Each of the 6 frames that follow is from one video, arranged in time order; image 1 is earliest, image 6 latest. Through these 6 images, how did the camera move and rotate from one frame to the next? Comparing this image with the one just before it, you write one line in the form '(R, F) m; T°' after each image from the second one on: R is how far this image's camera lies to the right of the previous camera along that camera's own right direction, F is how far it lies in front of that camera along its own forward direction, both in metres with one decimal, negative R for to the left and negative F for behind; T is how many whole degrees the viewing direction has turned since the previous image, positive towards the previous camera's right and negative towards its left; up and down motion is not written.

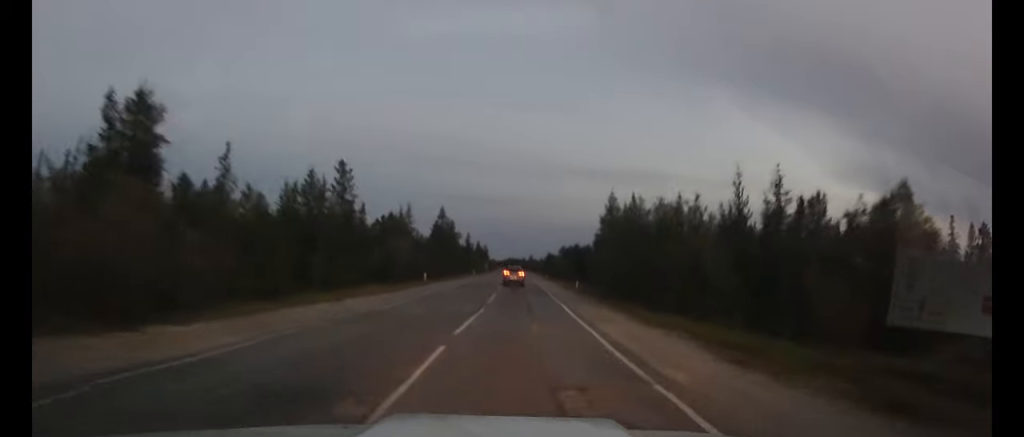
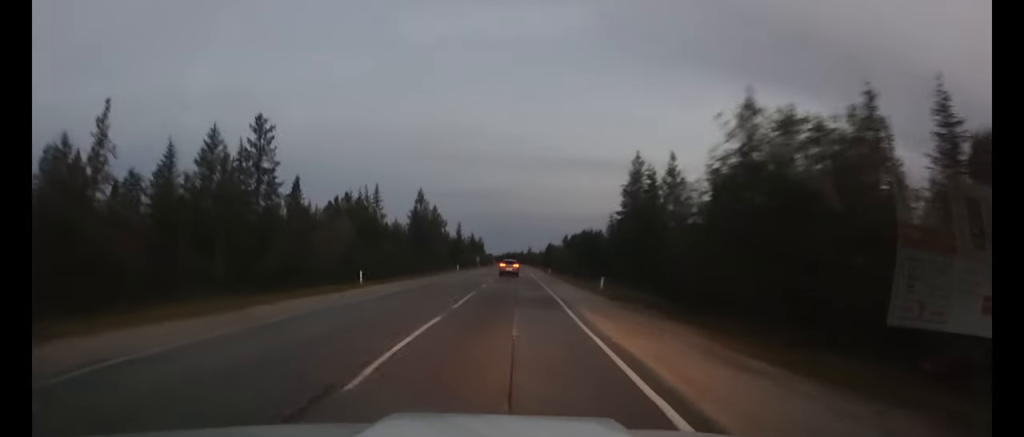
(+0.1, +20.6) m; 0°
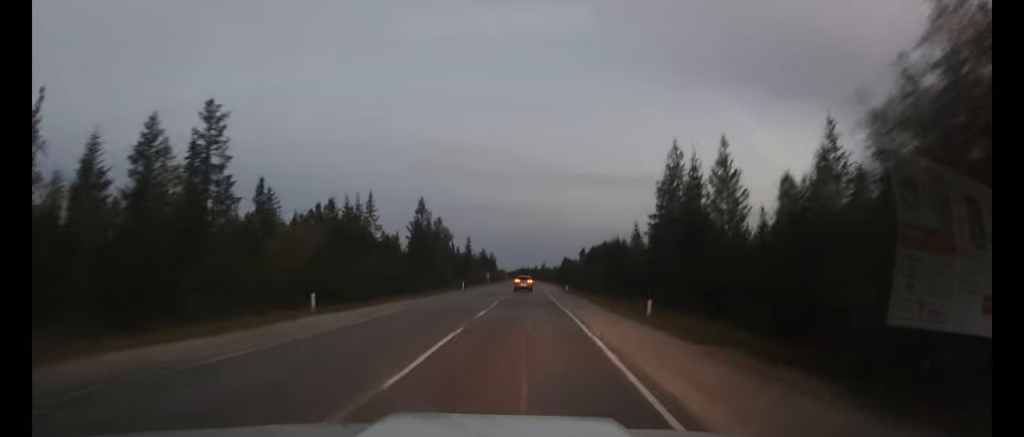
(0.0, +9.8) m; 0°
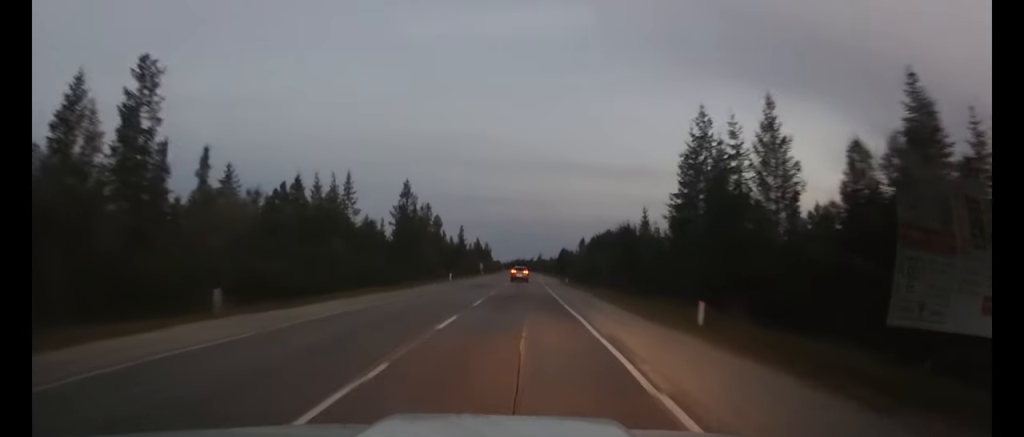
(0.0, +7.7) m; 0°
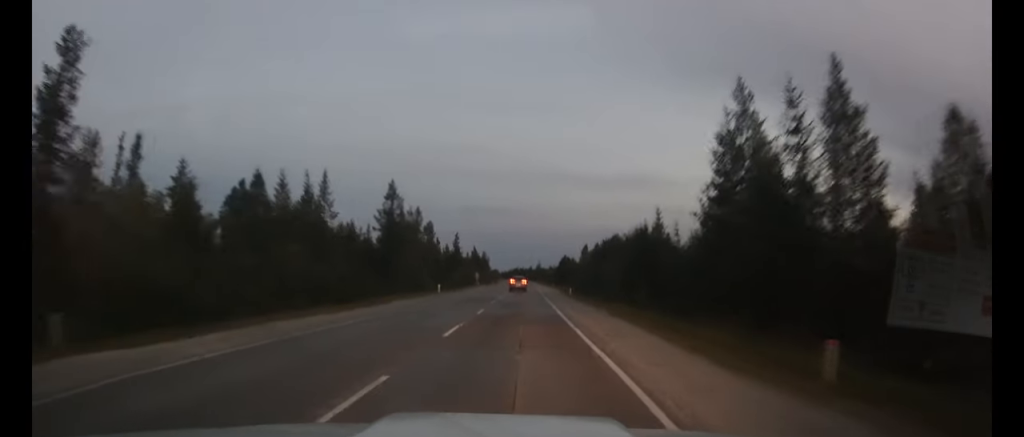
(0.0, +7.2) m; 0°
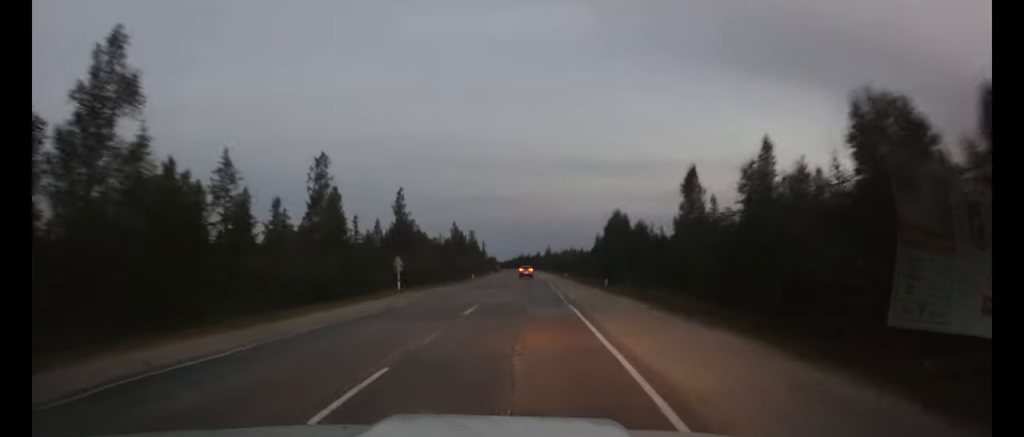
(-0.4, +65.0) m; -1°
